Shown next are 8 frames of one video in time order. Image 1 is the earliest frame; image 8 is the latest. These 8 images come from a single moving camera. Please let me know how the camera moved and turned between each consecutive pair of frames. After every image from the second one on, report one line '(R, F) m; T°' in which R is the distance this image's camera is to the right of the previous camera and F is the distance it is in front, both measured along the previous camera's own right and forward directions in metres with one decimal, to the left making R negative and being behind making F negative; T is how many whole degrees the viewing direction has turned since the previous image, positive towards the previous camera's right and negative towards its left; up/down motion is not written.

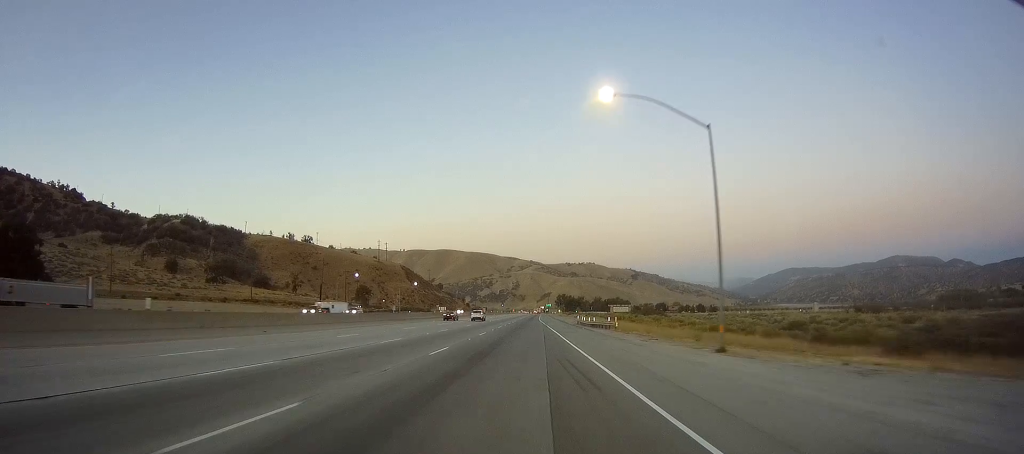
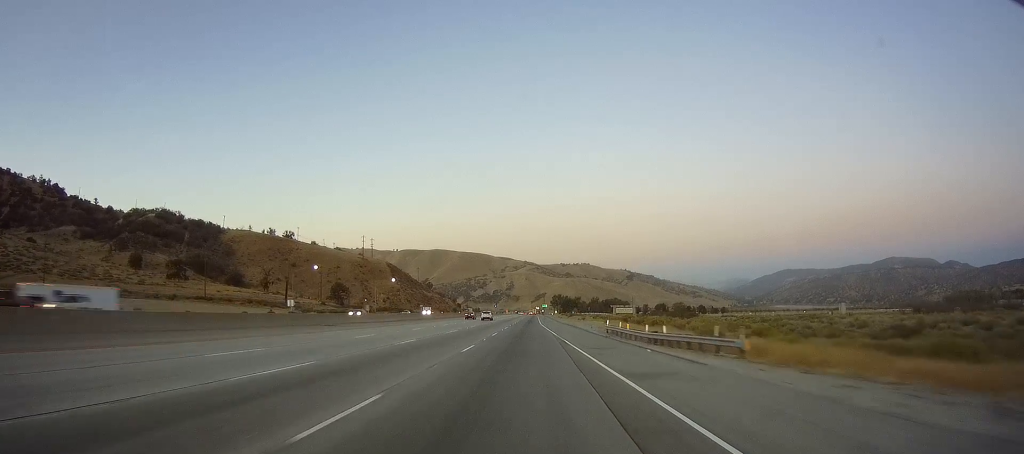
(+0.5, +29.4) m; +1°
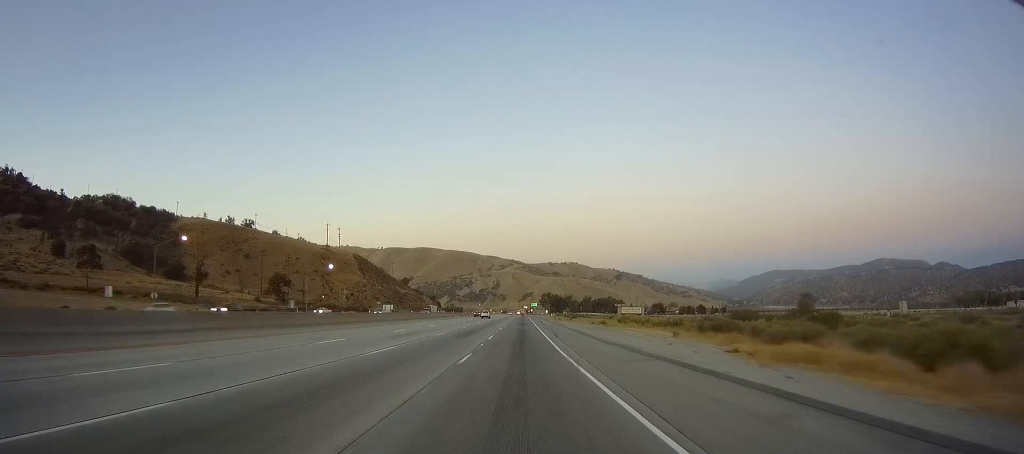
(+0.5, +51.7) m; +1°
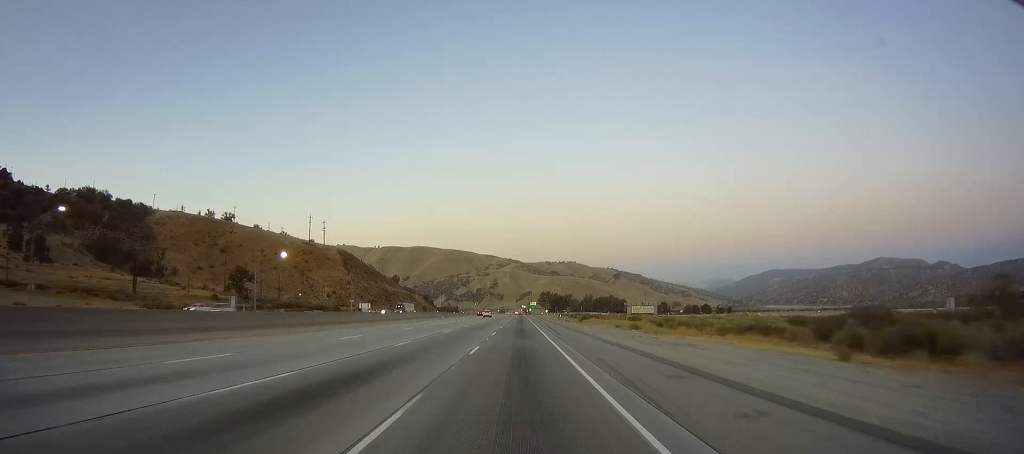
(0.0, +27.2) m; 0°
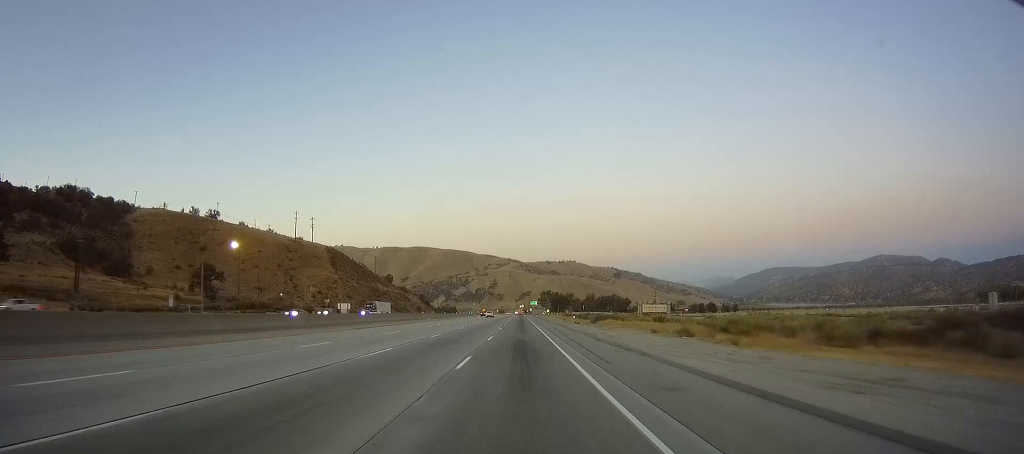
(-0.1, +20.4) m; 0°
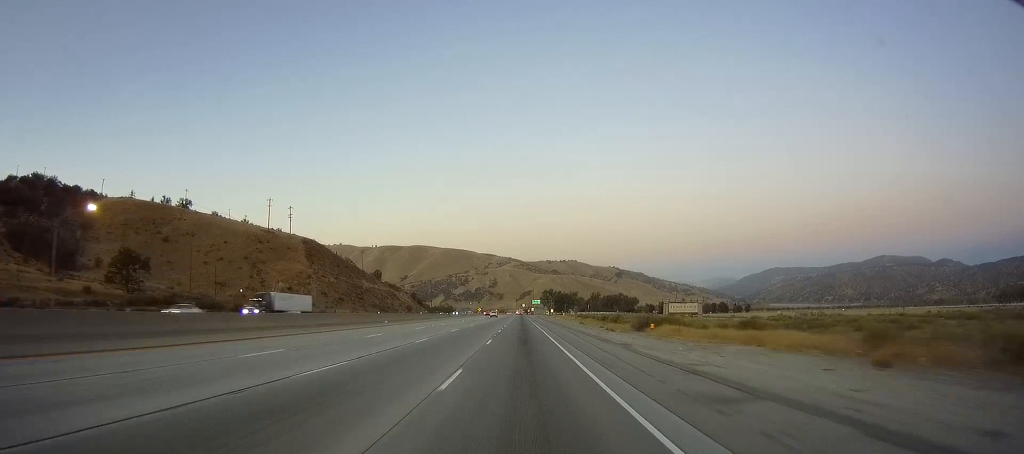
(0.0, +35.6) m; 0°
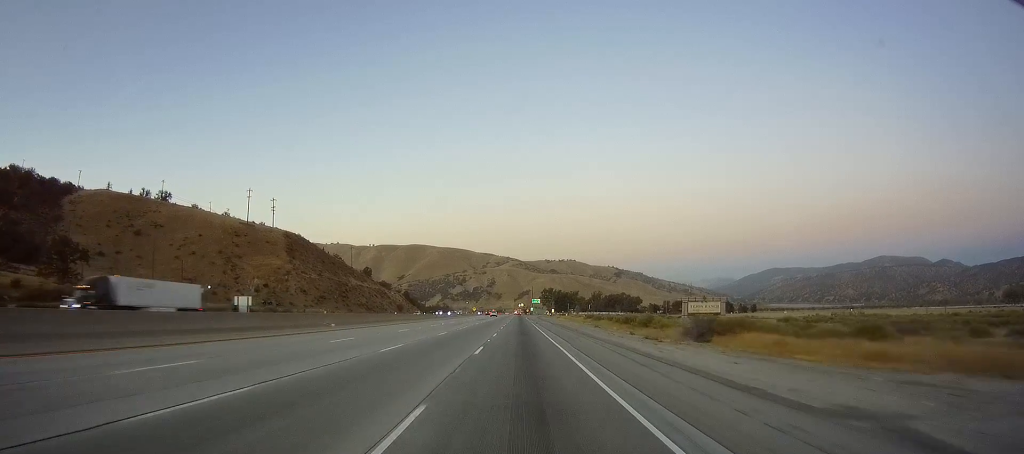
(+0.1, +21.0) m; 0°
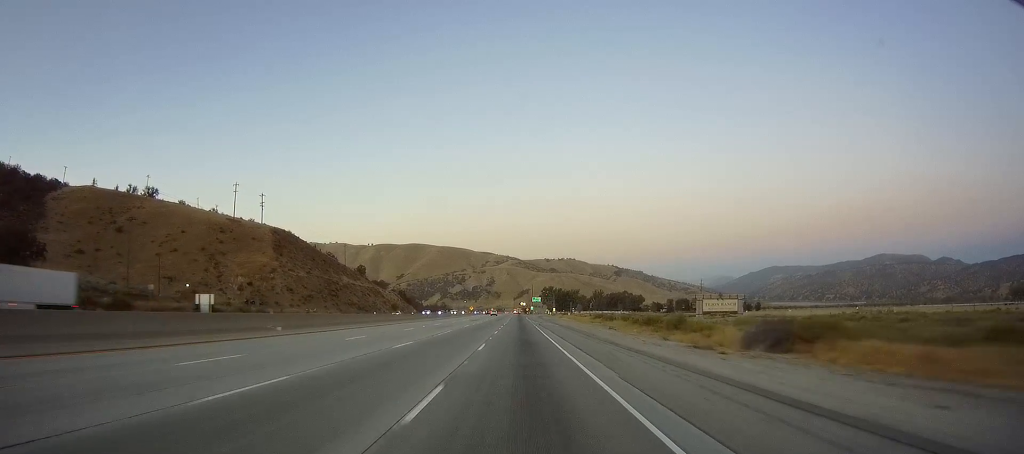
(+0.1, +12.5) m; 0°
